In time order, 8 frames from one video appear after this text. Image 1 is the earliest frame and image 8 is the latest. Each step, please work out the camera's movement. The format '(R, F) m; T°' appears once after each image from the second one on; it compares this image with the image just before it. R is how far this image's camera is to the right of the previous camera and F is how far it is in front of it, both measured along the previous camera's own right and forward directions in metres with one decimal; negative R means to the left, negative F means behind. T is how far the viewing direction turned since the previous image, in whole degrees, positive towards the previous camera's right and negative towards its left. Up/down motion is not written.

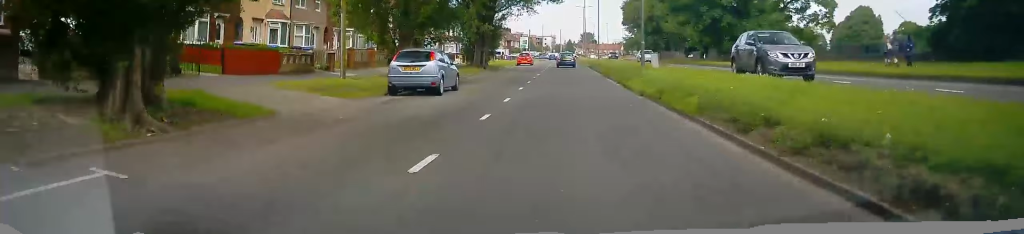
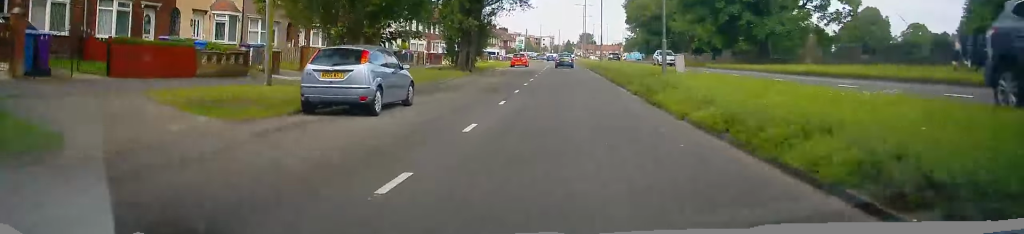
(-0.1, +6.2) m; -1°
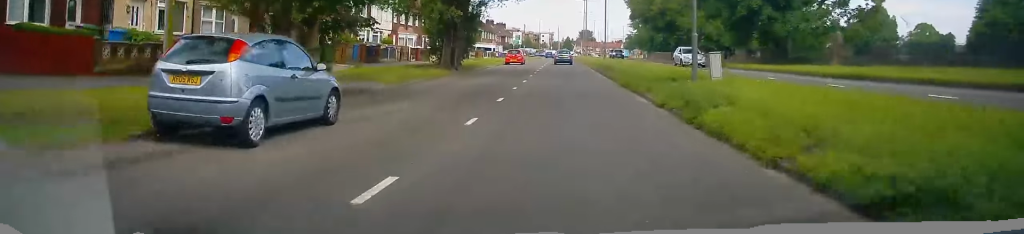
(0.0, +5.1) m; +1°
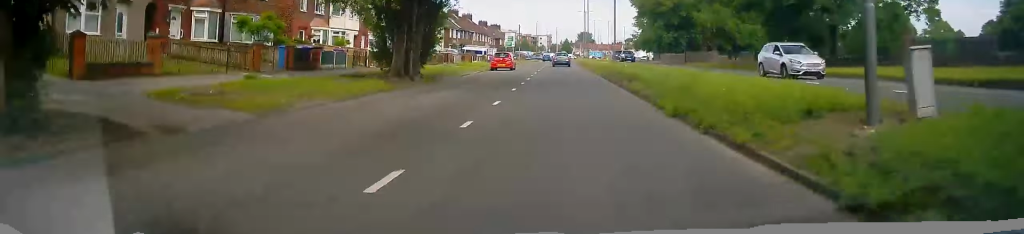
(+0.1, +9.9) m; +1°
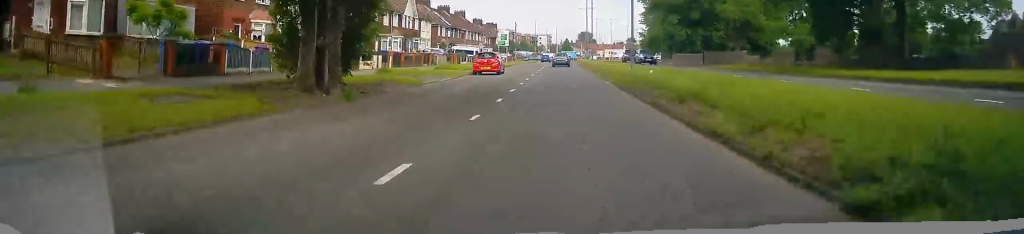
(+0.2, +9.2) m; 0°
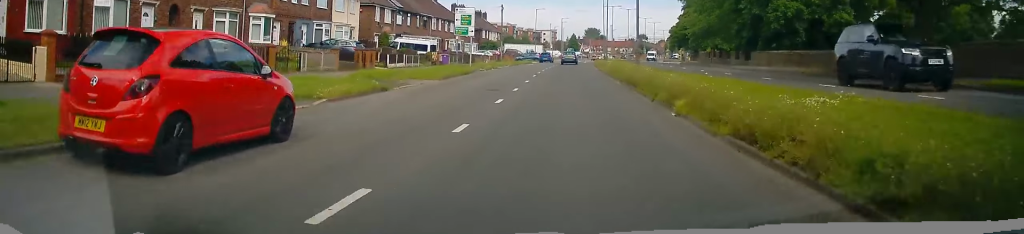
(+0.3, +32.1) m; 0°
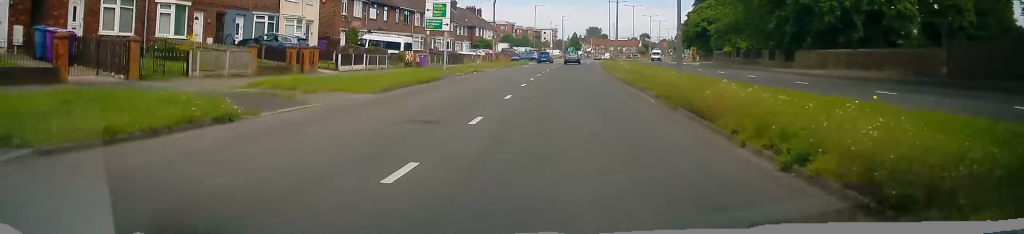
(-0.2, +9.3) m; 0°
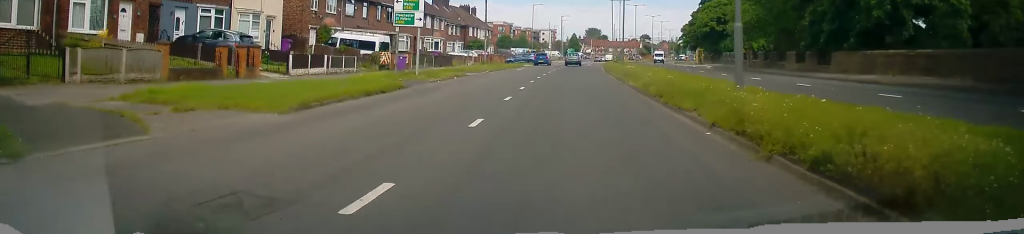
(-0.2, +6.0) m; 0°
